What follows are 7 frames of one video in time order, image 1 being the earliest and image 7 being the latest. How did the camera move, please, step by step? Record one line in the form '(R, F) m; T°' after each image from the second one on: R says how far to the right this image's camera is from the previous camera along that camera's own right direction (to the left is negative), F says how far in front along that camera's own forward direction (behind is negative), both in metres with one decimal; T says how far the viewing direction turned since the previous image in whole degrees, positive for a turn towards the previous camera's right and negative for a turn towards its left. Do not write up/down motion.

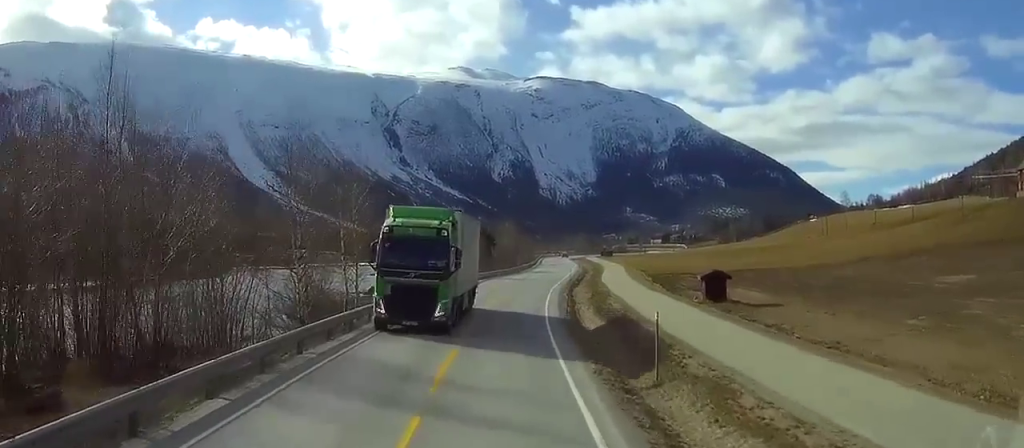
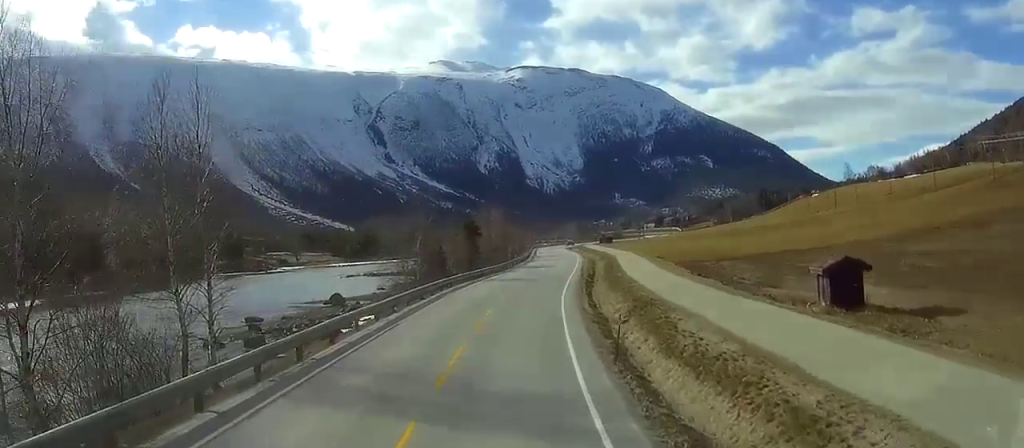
(+0.1, +25.5) m; 0°
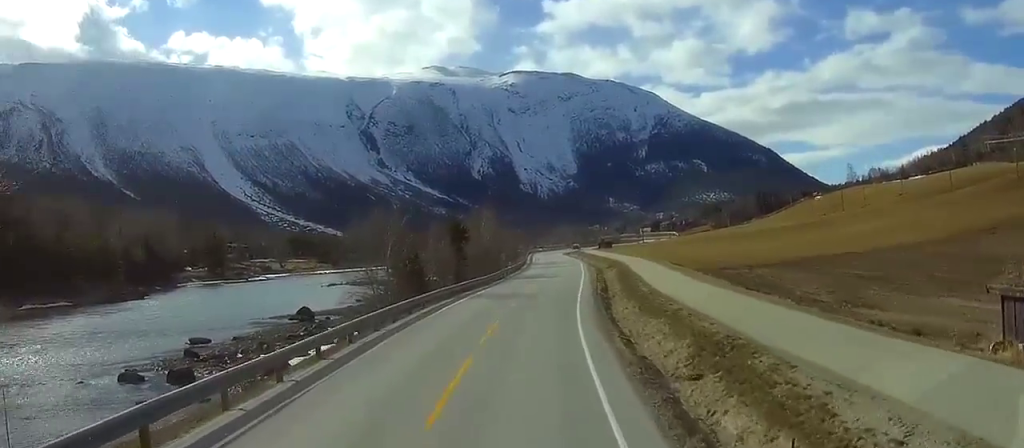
(0.0, +15.2) m; 0°
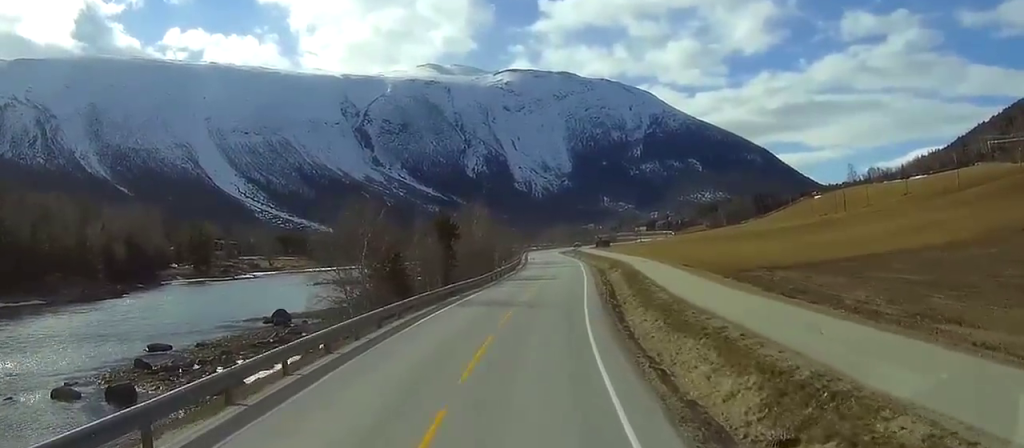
(0.0, +8.1) m; 0°
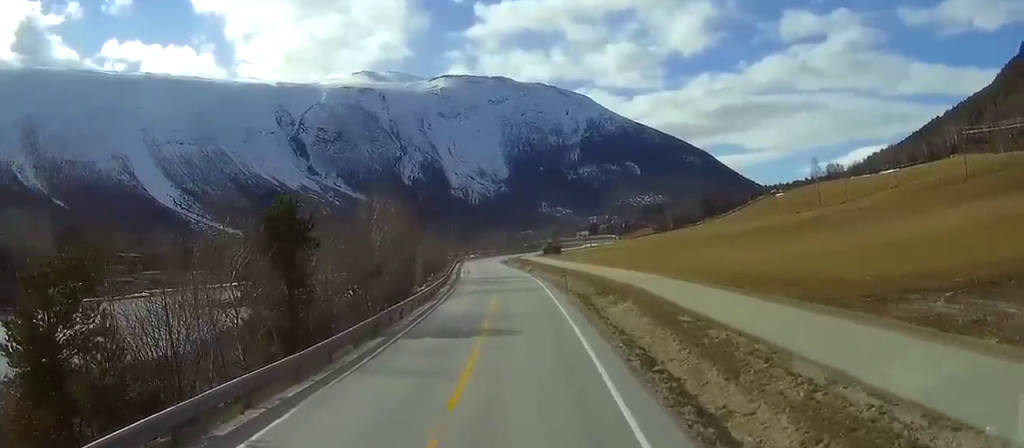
(+0.2, +39.9) m; +1°
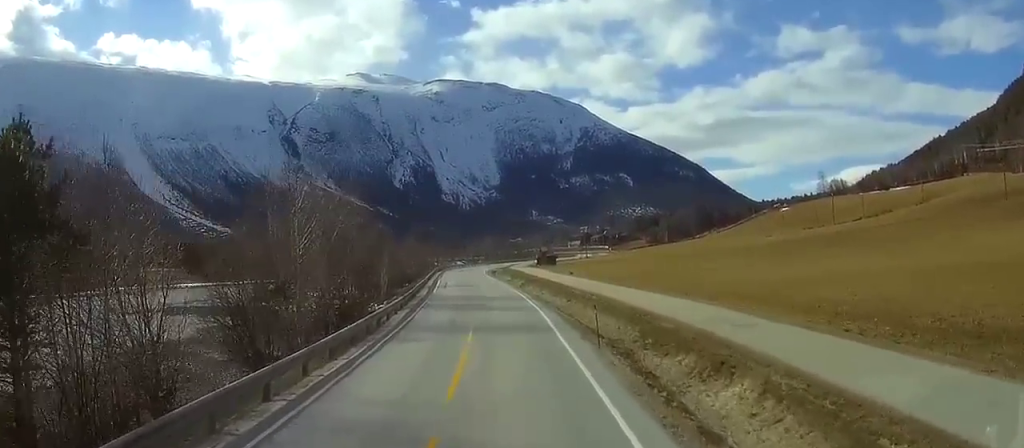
(+0.2, +23.6) m; +1°
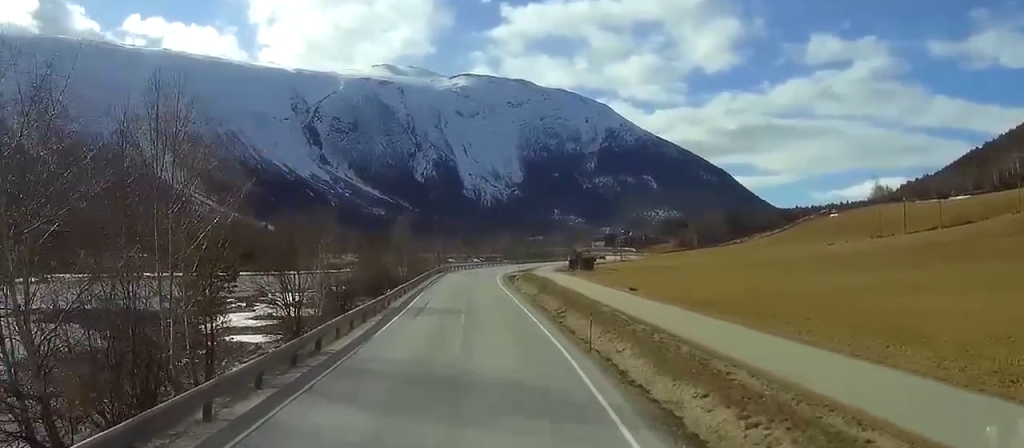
(+0.2, +41.1) m; 0°
